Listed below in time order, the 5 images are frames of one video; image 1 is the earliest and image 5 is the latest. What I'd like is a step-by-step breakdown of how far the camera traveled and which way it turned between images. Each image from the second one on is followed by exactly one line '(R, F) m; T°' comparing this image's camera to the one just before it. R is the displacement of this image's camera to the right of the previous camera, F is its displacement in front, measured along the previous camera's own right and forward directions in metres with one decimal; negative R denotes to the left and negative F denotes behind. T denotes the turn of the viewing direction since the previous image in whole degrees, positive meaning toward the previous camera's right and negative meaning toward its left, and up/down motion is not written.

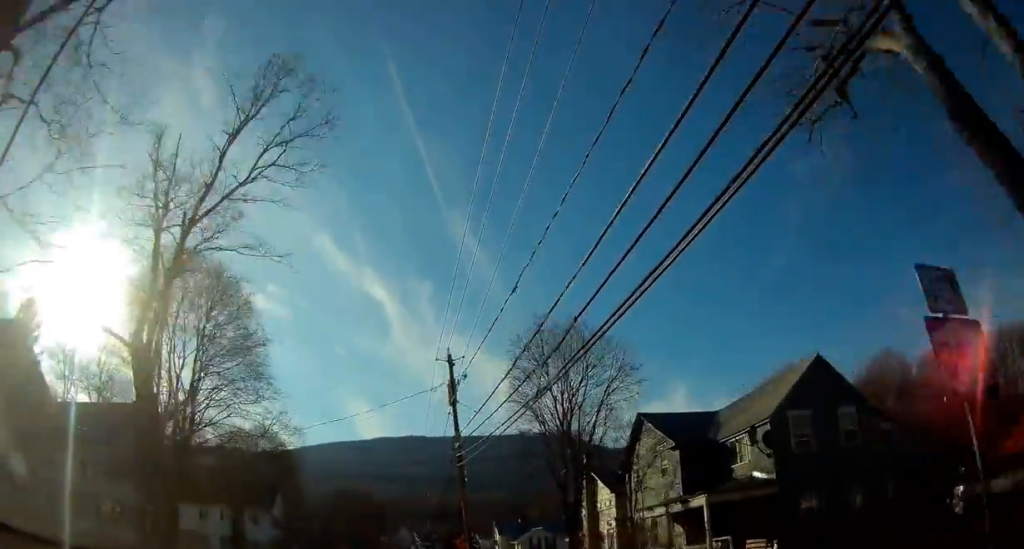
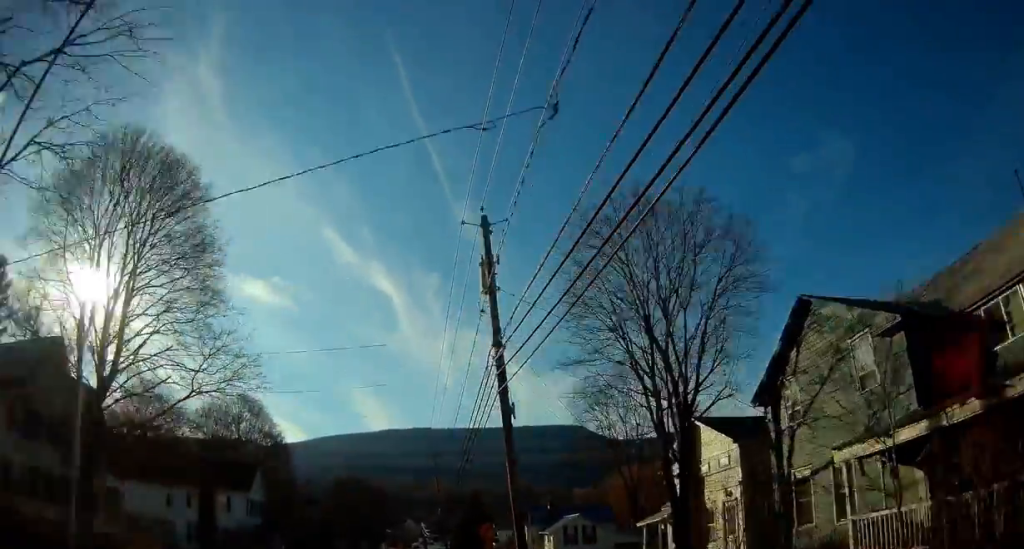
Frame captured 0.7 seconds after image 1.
(0.0, +11.2) m; 0°
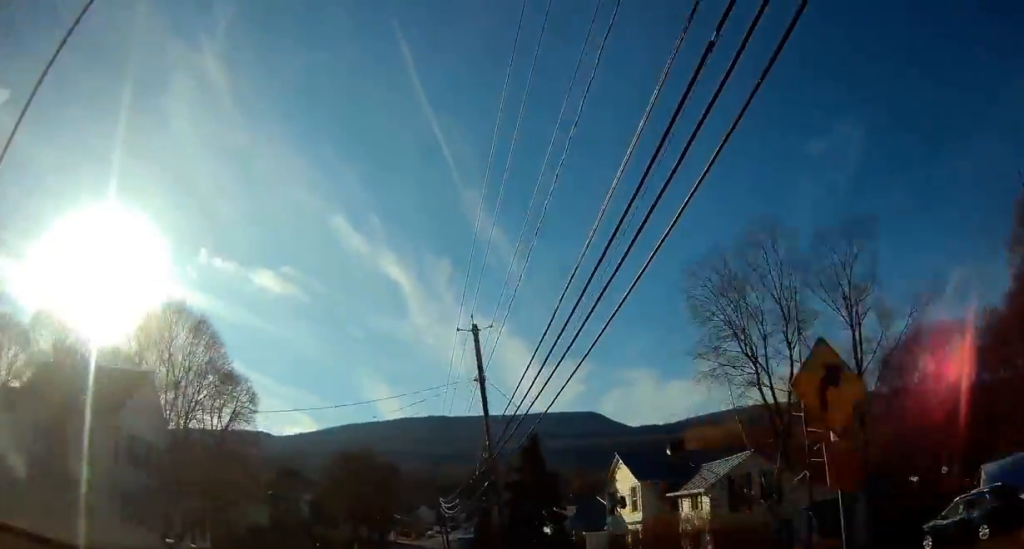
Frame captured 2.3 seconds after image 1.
(-0.1, +24.2) m; 0°
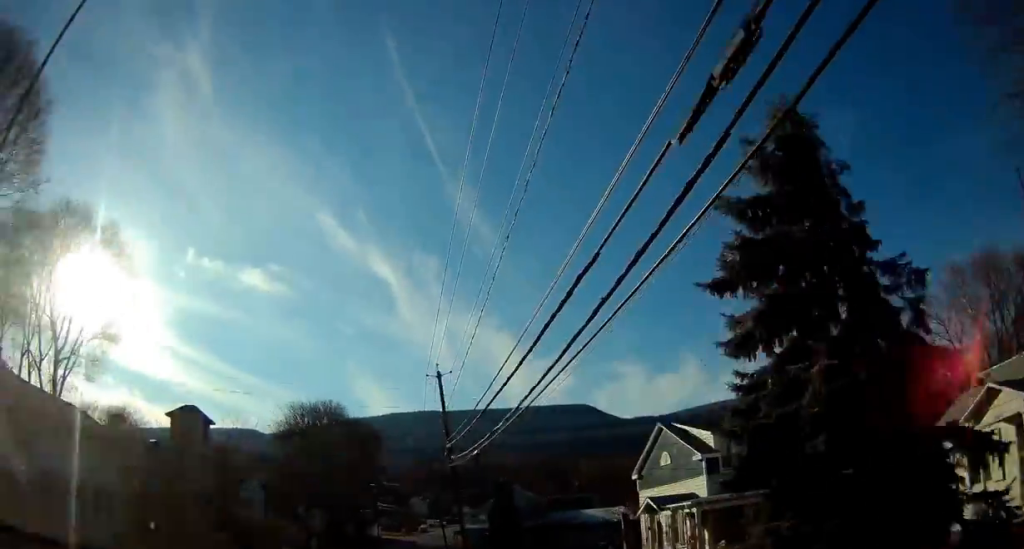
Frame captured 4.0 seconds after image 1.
(-0.3, +27.9) m; -1°
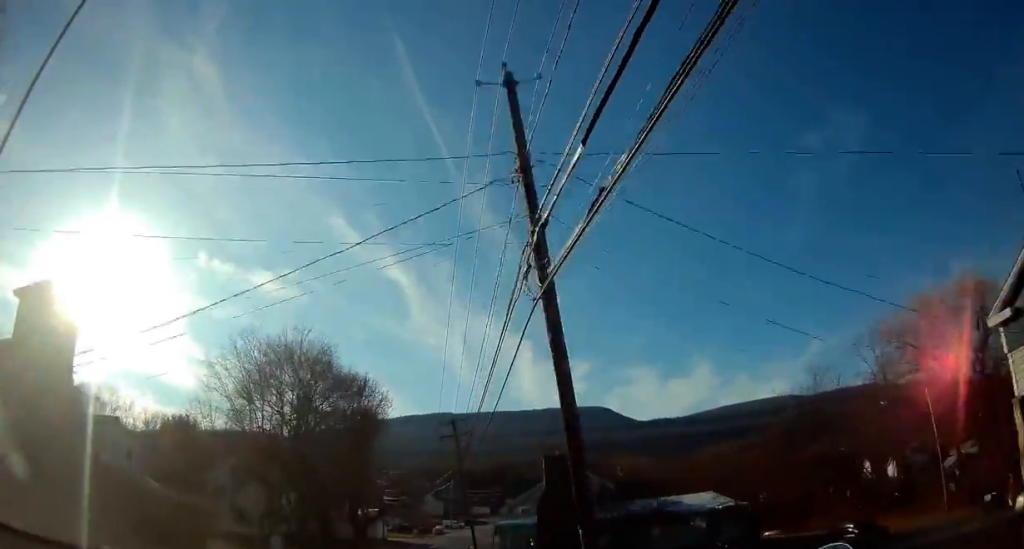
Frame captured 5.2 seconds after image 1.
(+0.1, +20.0) m; 0°
